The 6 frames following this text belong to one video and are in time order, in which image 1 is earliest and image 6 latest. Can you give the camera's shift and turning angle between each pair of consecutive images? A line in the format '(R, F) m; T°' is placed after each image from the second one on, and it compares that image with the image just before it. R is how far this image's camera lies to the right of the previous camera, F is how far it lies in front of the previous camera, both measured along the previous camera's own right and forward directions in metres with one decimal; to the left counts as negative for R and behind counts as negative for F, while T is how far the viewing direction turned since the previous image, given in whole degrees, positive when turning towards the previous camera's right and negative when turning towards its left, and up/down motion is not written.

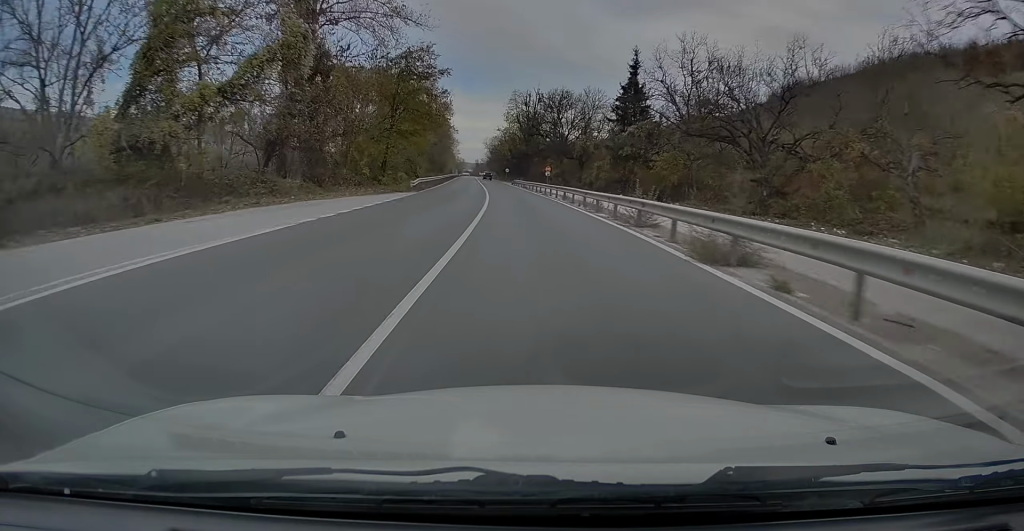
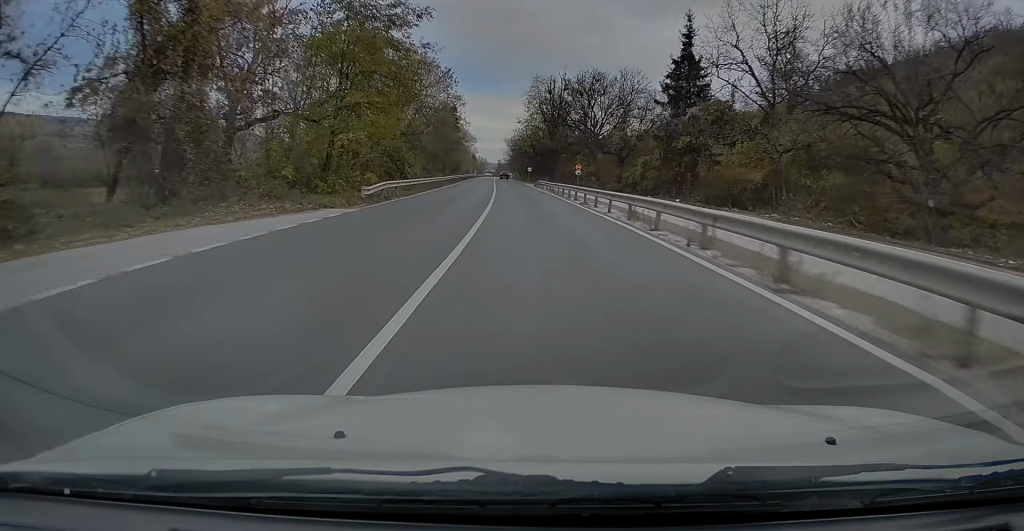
(-0.4, +17.7) m; -2°
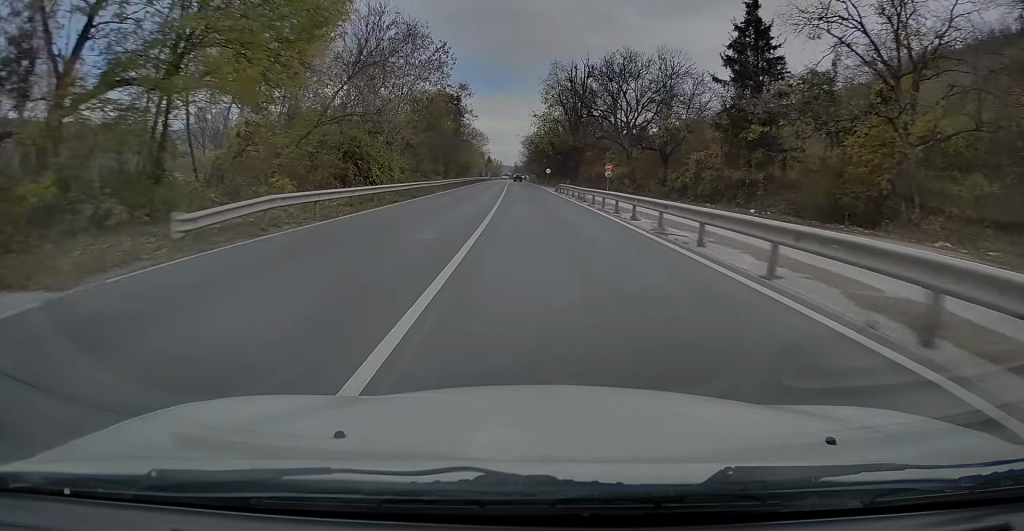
(-0.2, +15.4) m; -1°
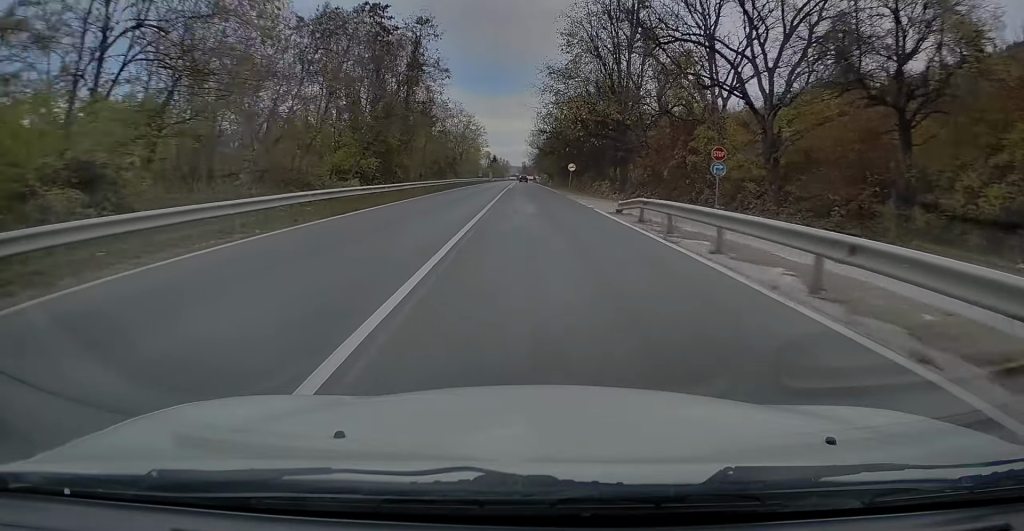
(-0.6, +37.6) m; -2°
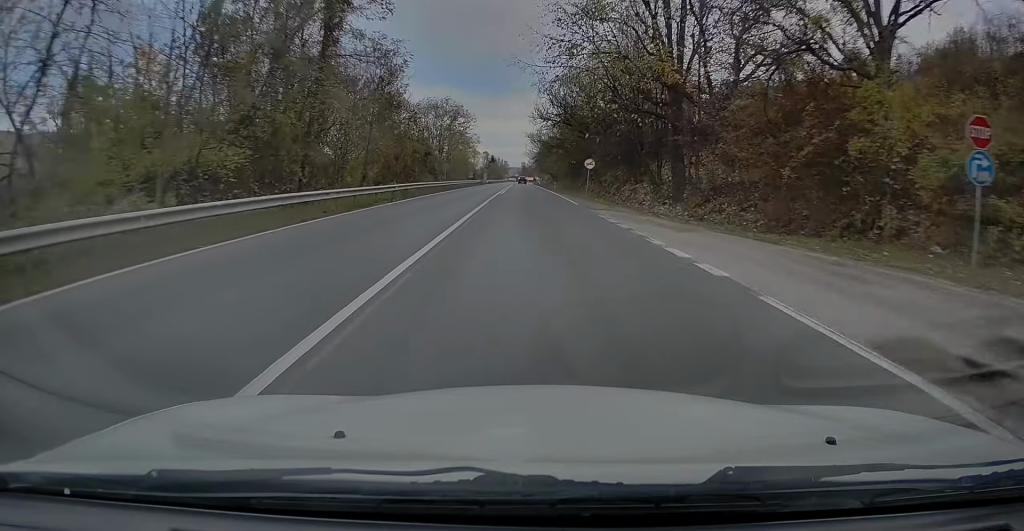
(+0.1, +19.7) m; 0°
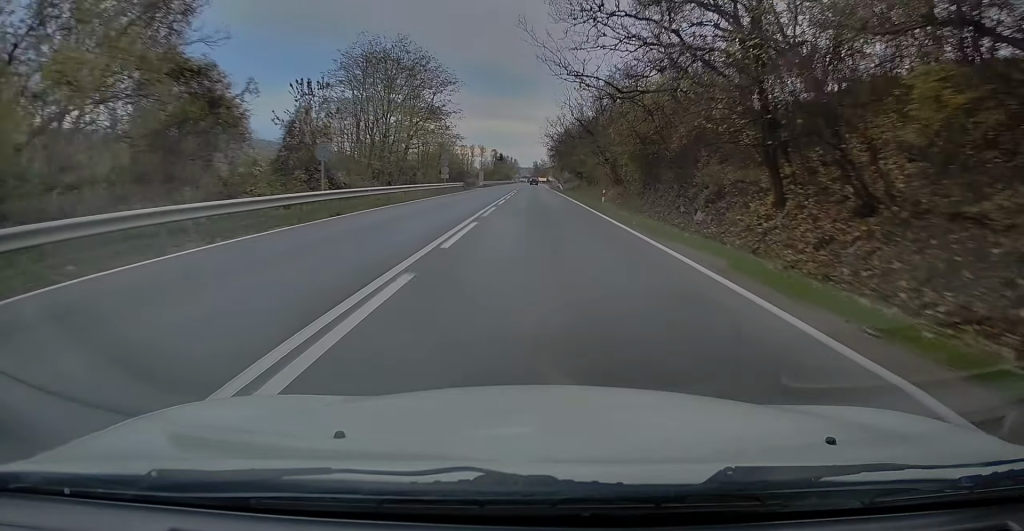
(-0.5, +43.1) m; -1°
